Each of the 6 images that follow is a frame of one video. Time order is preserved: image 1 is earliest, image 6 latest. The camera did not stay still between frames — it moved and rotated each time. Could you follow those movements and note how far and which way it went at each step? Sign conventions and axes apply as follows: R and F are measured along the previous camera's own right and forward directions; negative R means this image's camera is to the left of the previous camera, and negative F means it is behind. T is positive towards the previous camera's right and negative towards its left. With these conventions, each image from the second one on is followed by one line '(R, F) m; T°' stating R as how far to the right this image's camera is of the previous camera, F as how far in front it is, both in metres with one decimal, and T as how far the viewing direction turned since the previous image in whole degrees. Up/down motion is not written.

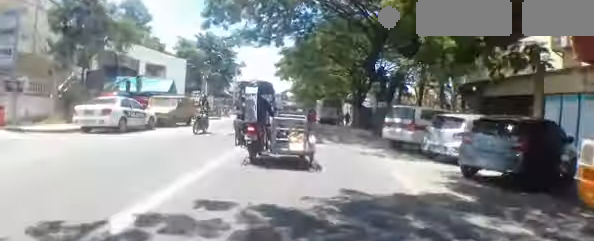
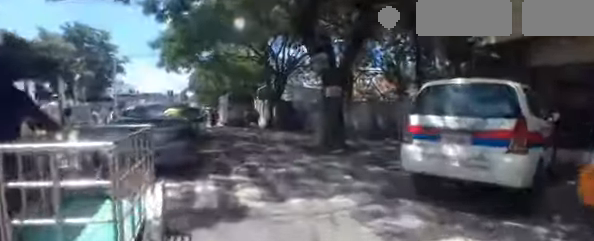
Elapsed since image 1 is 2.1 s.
(+0.9, +5.9) m; +6°
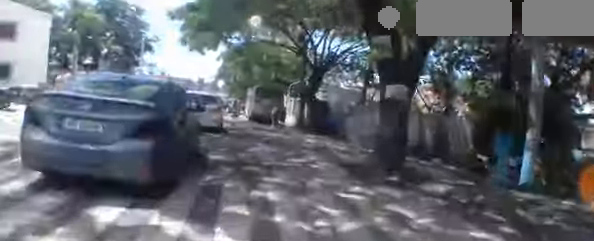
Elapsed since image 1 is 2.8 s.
(-0.1, +2.4) m; -5°
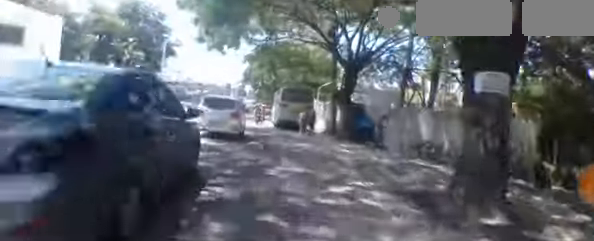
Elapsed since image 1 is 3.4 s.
(-0.2, +2.2) m; -3°
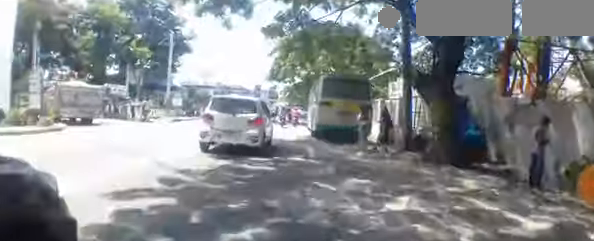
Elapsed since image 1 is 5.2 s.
(+0.2, +8.7) m; +5°
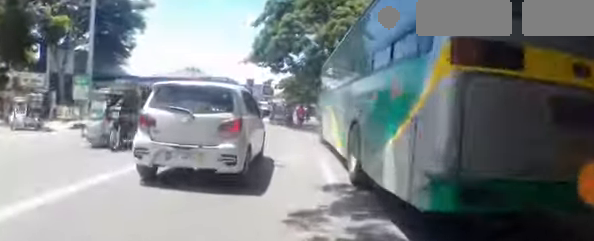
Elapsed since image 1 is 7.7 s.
(-0.3, +15.1) m; -8°
